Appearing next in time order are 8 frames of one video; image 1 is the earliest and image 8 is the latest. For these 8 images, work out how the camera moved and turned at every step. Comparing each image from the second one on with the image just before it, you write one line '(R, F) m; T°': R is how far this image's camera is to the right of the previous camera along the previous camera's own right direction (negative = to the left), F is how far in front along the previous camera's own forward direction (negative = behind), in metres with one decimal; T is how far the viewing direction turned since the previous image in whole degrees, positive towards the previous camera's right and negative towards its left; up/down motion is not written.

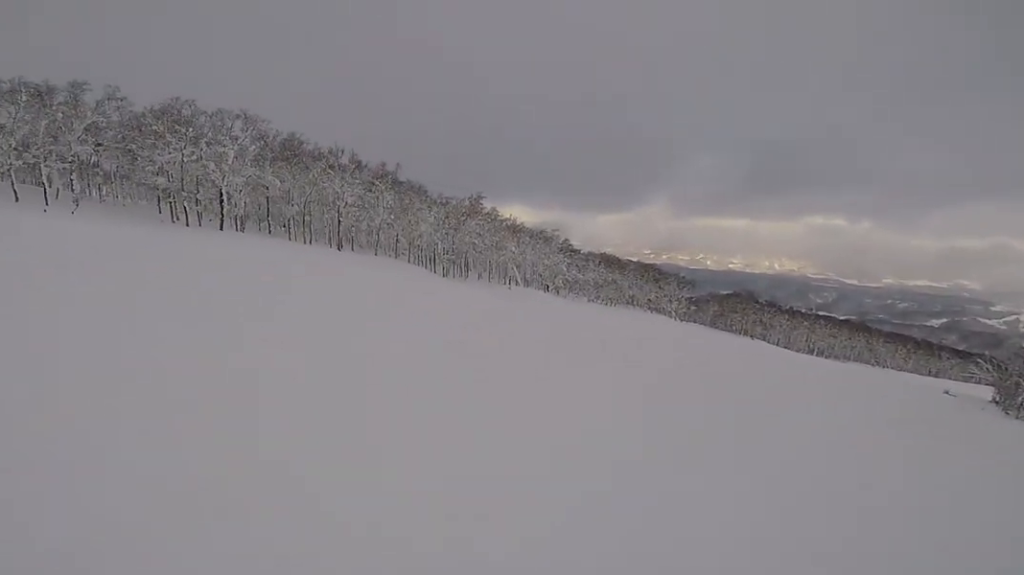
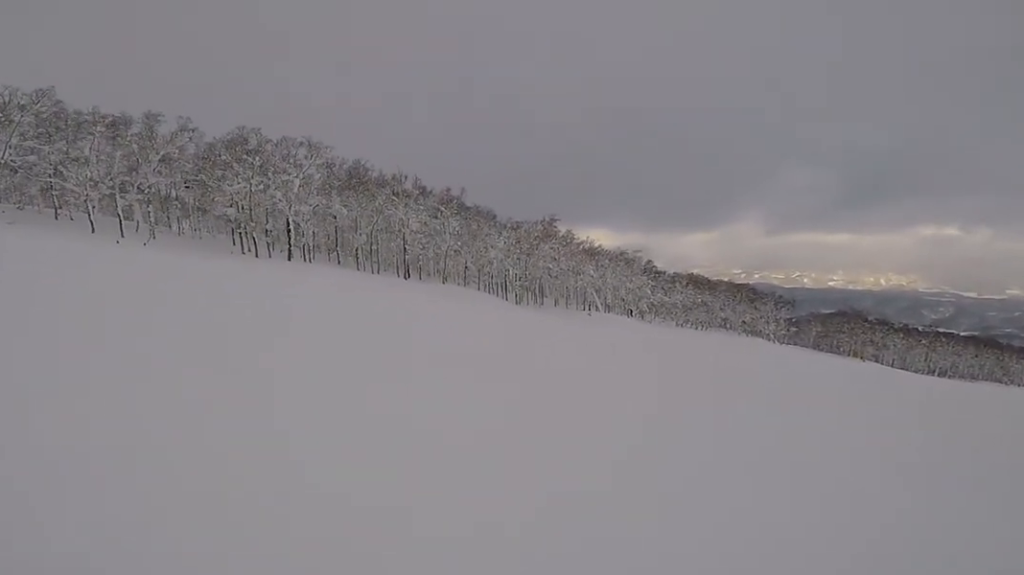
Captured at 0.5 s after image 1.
(0.0, +2.6) m; 0°
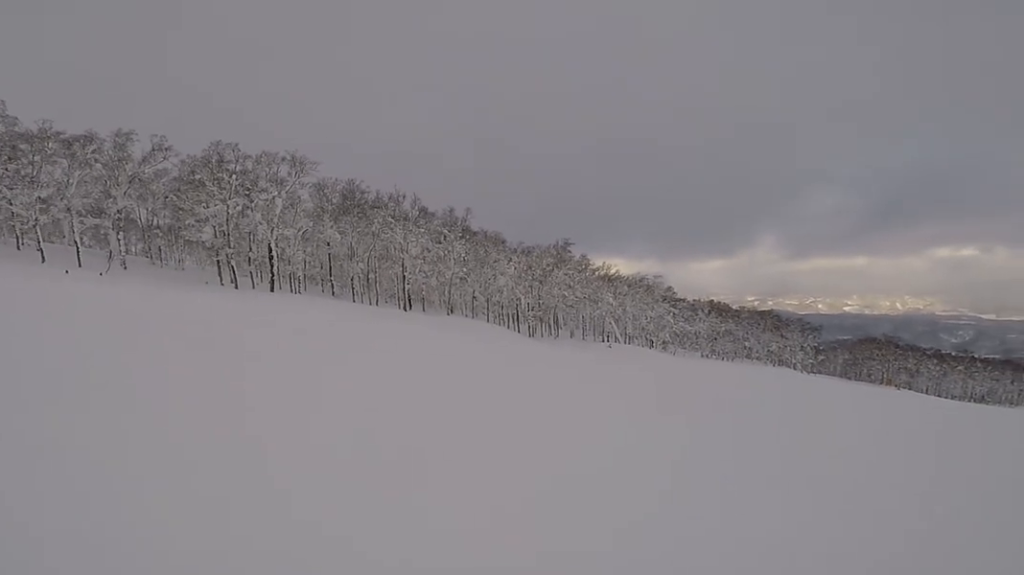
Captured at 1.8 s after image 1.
(-0.1, +6.1) m; -9°
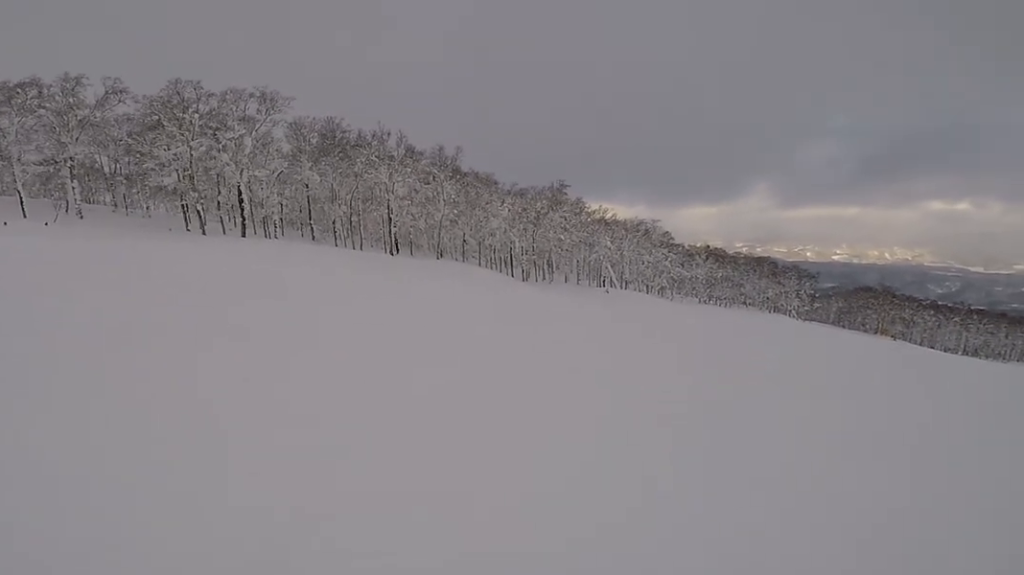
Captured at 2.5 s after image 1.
(-0.5, +3.5) m; -3°
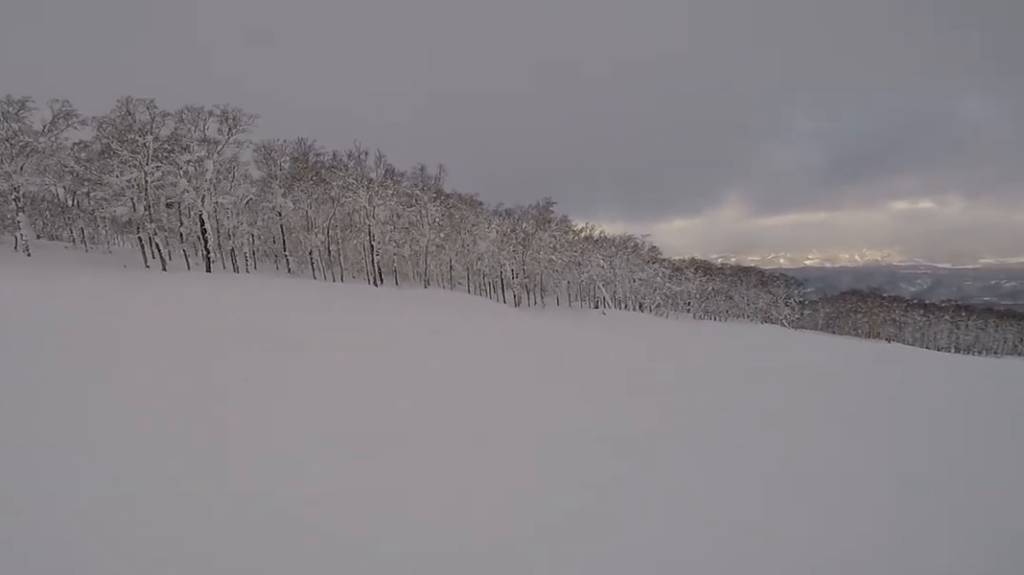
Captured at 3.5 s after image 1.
(0.0, +4.3) m; -2°
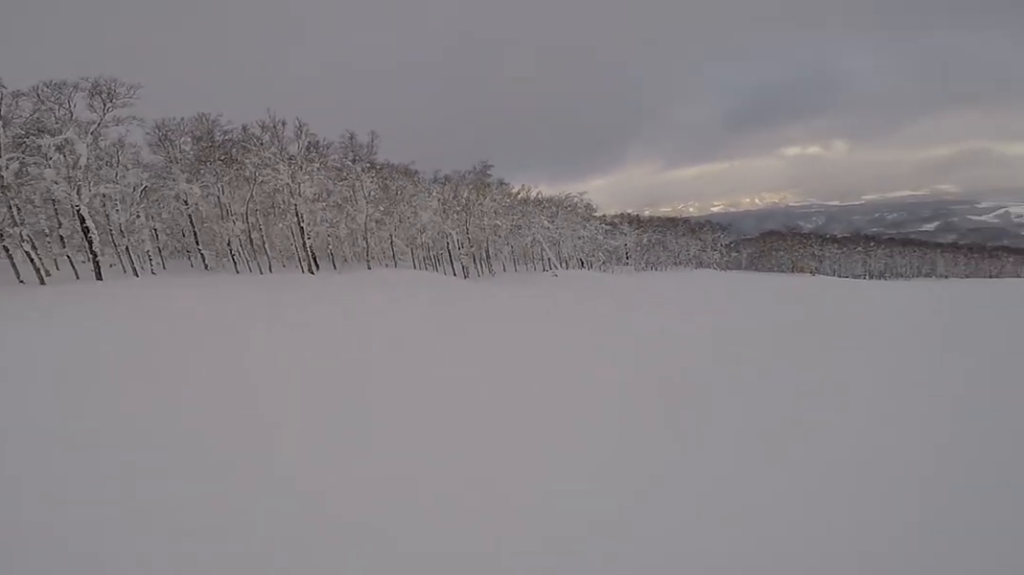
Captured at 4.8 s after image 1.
(-0.4, +5.9) m; +13°
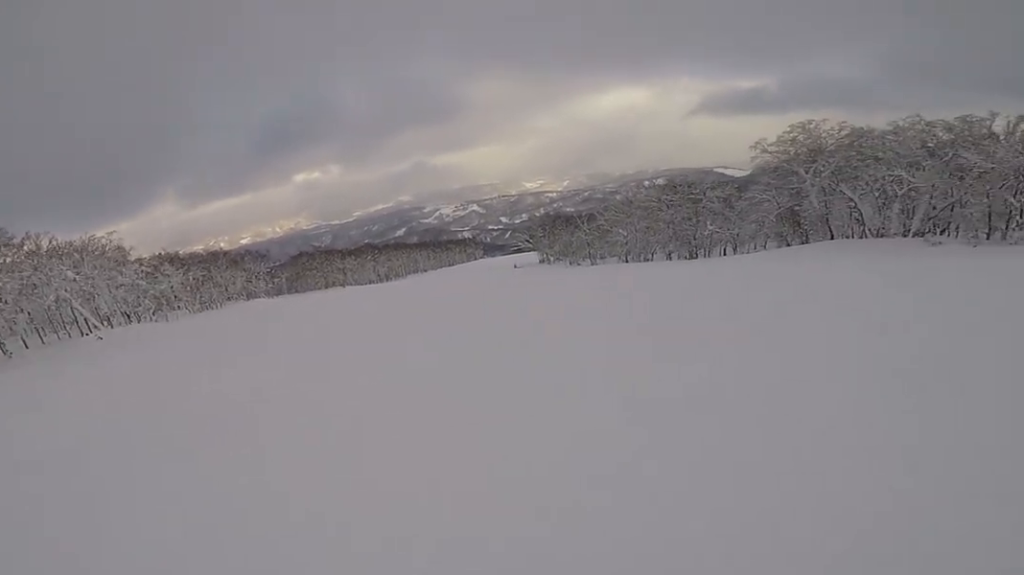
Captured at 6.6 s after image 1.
(+5.3, +7.6) m; +65°
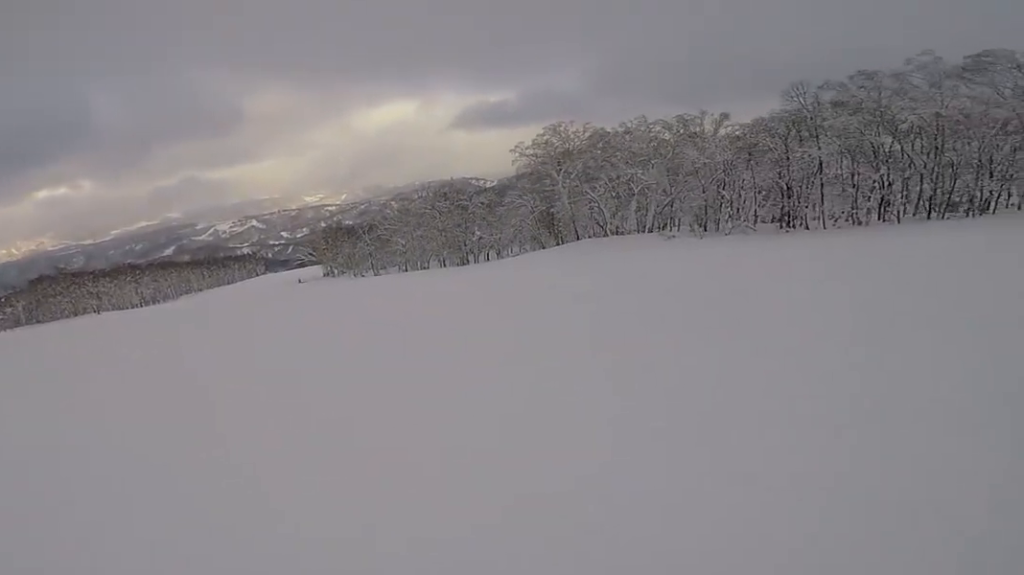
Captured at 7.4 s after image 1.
(+1.2, +4.6) m; +25°
